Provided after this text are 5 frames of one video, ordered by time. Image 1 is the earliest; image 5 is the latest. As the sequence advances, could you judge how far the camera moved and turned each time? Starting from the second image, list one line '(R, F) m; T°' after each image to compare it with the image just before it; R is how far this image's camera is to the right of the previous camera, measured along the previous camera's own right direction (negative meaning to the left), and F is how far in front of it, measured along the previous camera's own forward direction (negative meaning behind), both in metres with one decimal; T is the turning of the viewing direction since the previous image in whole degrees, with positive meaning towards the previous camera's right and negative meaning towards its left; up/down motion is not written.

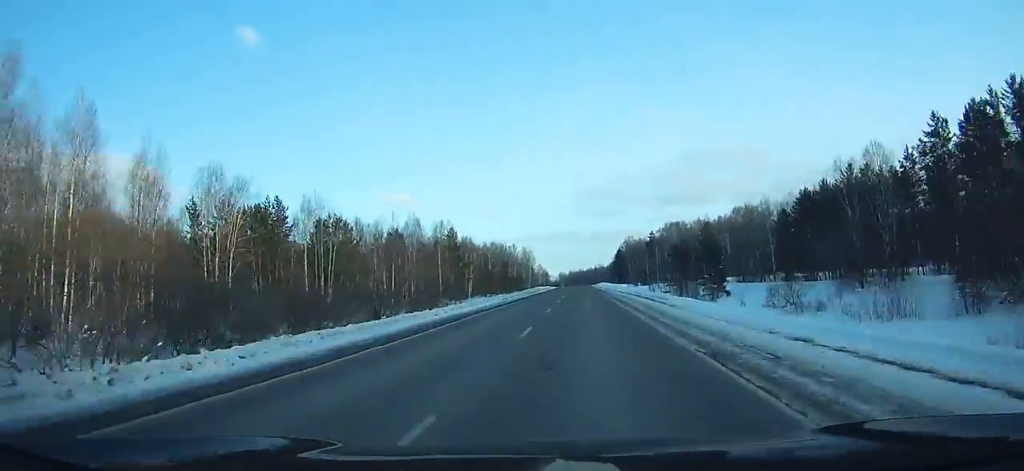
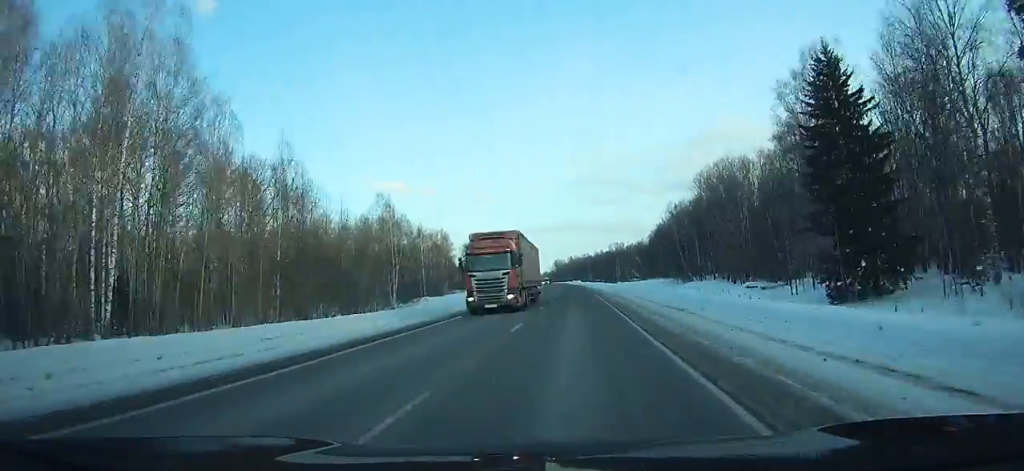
(-0.9, +248.0) m; -1°
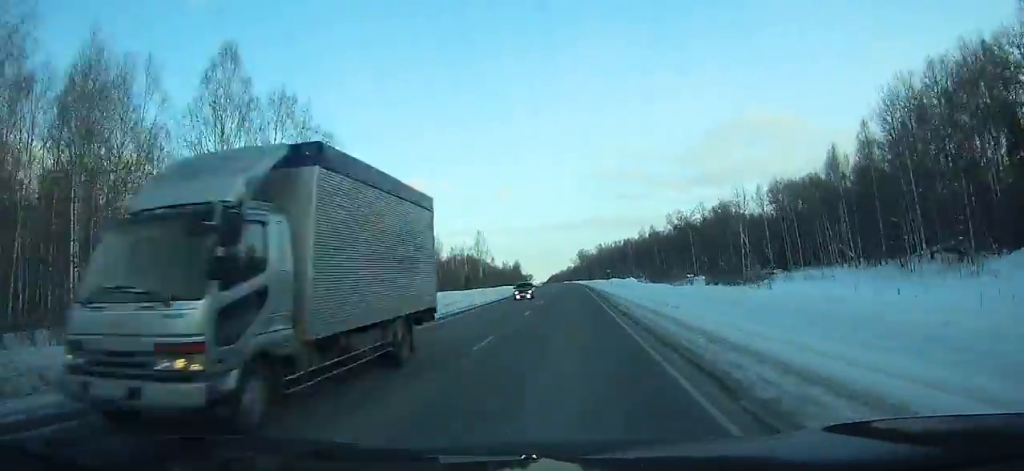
(-3.0, +162.5) m; -3°
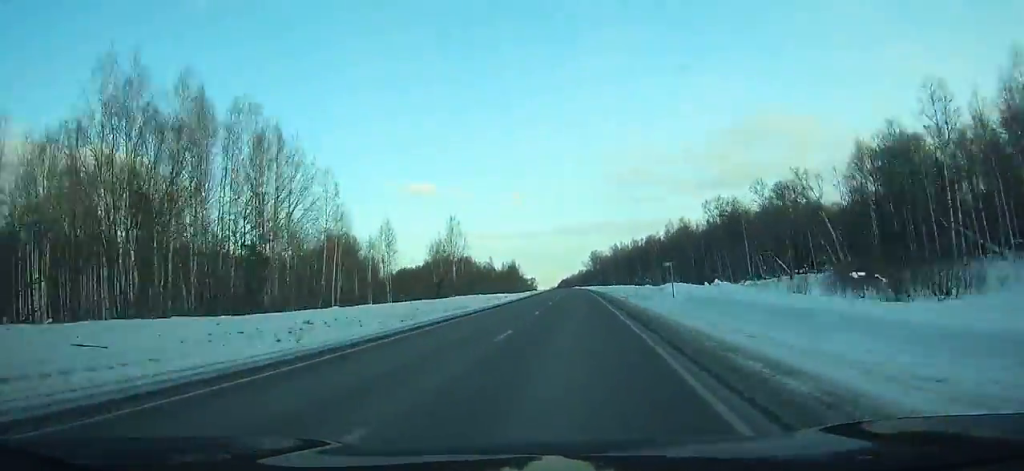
(-1.0, +44.9) m; -1°
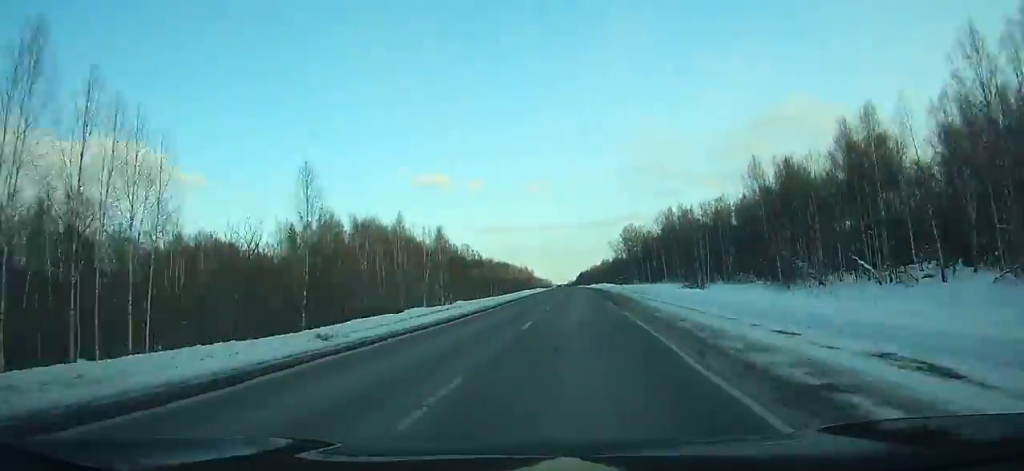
(-3.3, +153.3) m; -2°
